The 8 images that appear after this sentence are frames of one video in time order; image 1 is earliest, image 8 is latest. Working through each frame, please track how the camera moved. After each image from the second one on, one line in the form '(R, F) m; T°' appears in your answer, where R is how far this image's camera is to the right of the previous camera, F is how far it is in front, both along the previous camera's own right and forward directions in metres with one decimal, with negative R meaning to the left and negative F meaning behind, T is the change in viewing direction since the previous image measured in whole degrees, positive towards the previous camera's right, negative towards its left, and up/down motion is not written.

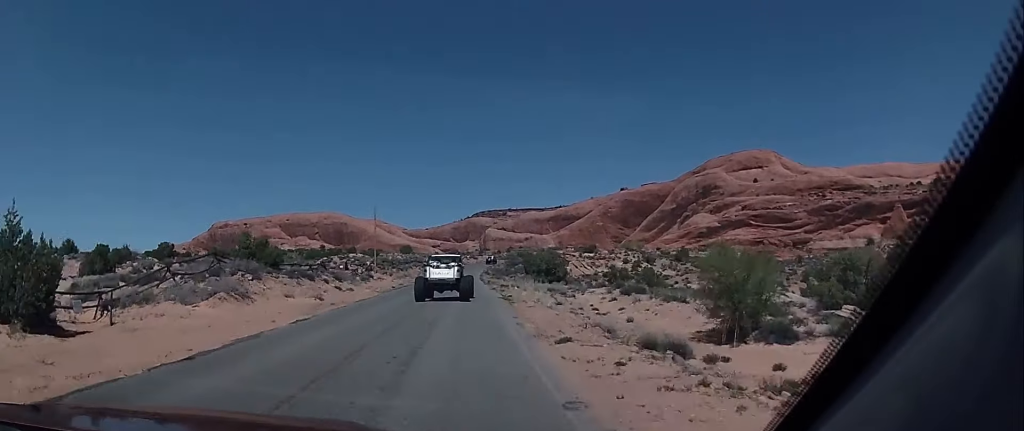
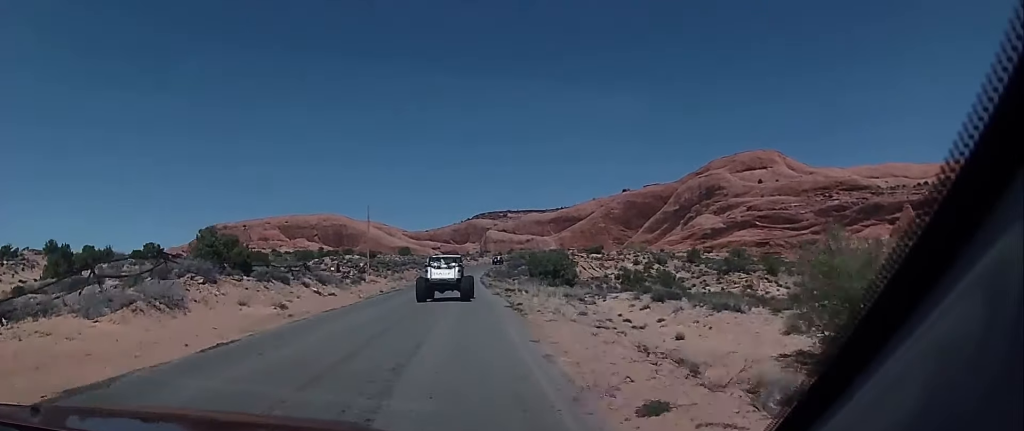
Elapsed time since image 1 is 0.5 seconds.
(-0.1, +6.7) m; -1°
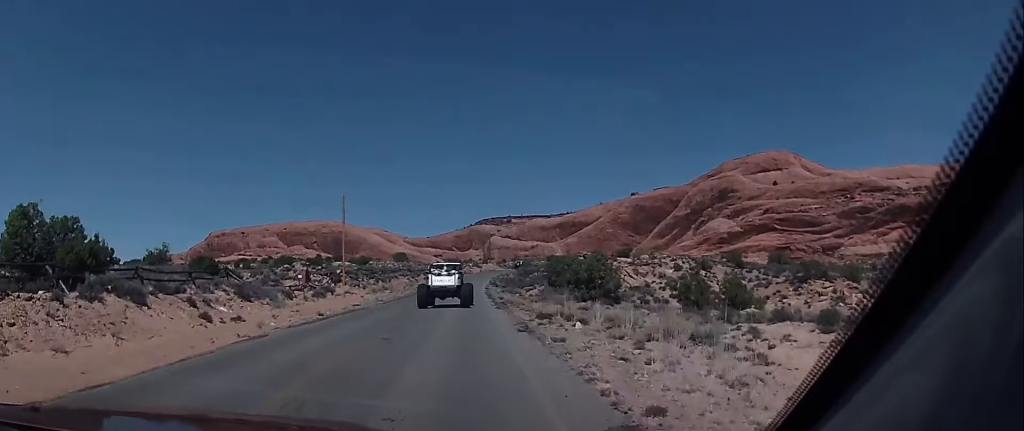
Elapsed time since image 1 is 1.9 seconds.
(-0.4, +20.1) m; -2°
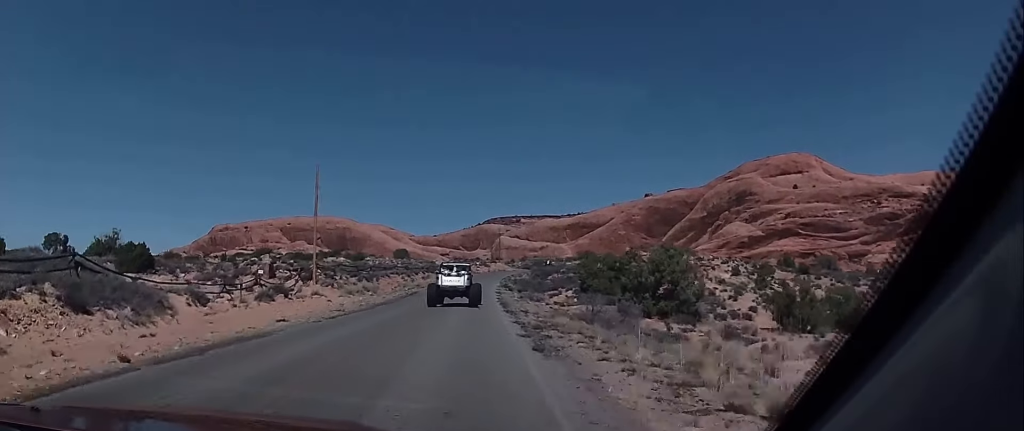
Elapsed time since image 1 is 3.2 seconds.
(-0.2, +17.5) m; 0°
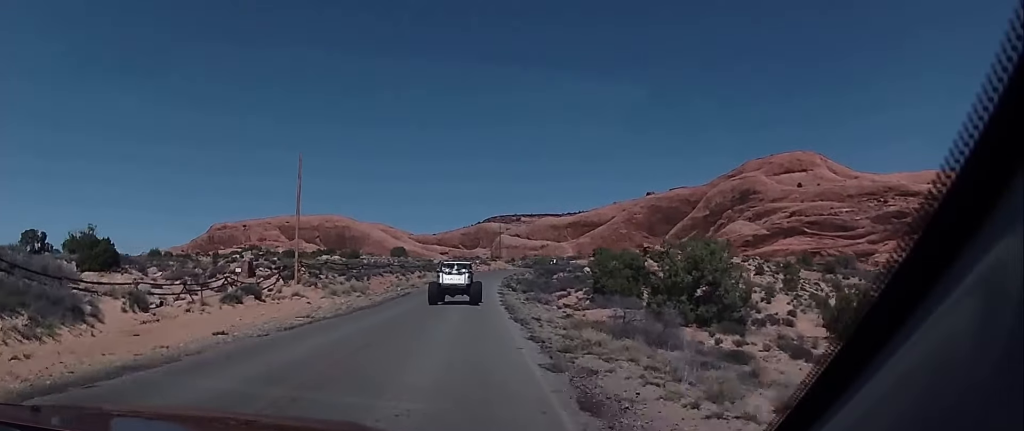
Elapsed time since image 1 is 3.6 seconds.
(+0.1, +6.2) m; 0°
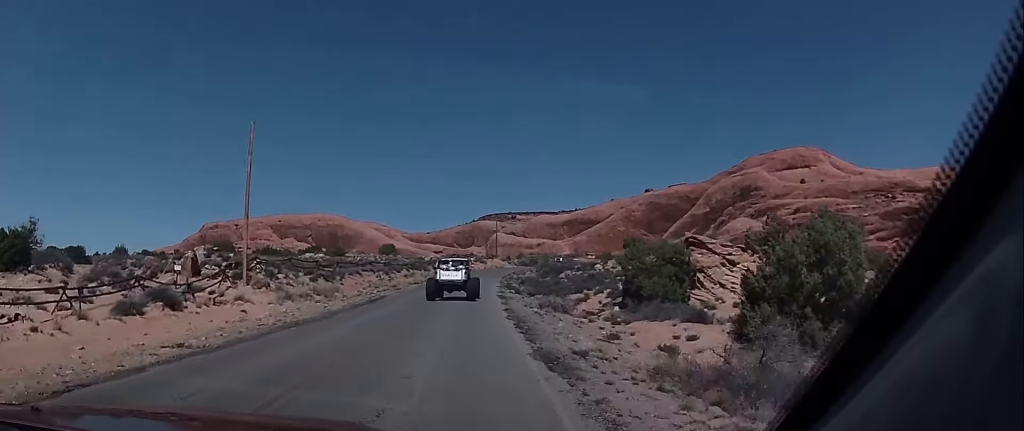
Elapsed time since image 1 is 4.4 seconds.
(+0.1, +11.2) m; +1°
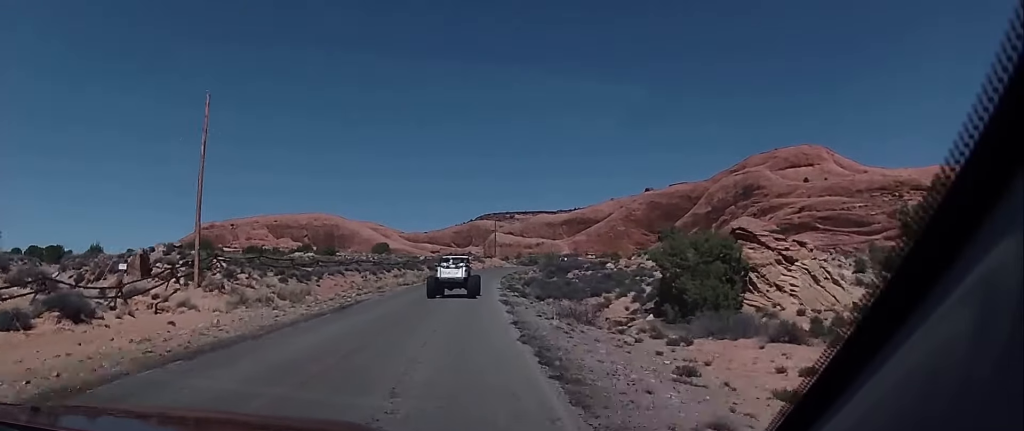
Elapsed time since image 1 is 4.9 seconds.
(0.0, +7.2) m; 0°
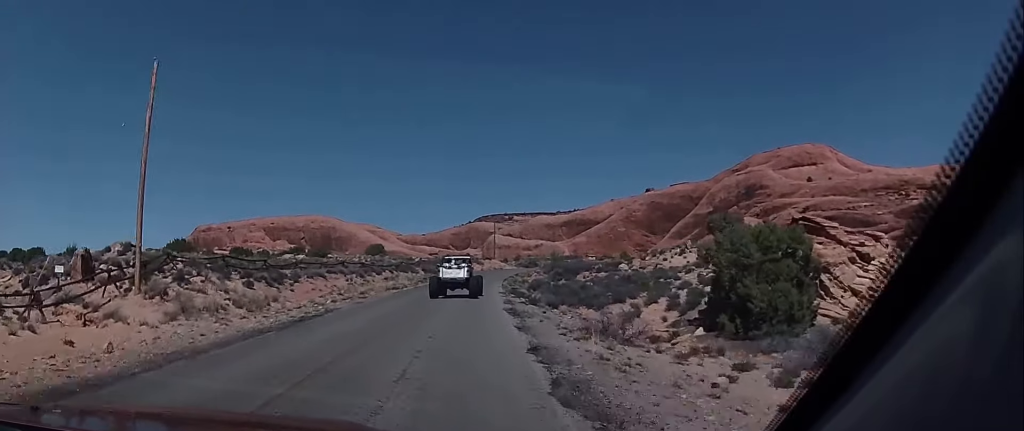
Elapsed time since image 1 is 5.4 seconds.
(0.0, +6.7) m; 0°
